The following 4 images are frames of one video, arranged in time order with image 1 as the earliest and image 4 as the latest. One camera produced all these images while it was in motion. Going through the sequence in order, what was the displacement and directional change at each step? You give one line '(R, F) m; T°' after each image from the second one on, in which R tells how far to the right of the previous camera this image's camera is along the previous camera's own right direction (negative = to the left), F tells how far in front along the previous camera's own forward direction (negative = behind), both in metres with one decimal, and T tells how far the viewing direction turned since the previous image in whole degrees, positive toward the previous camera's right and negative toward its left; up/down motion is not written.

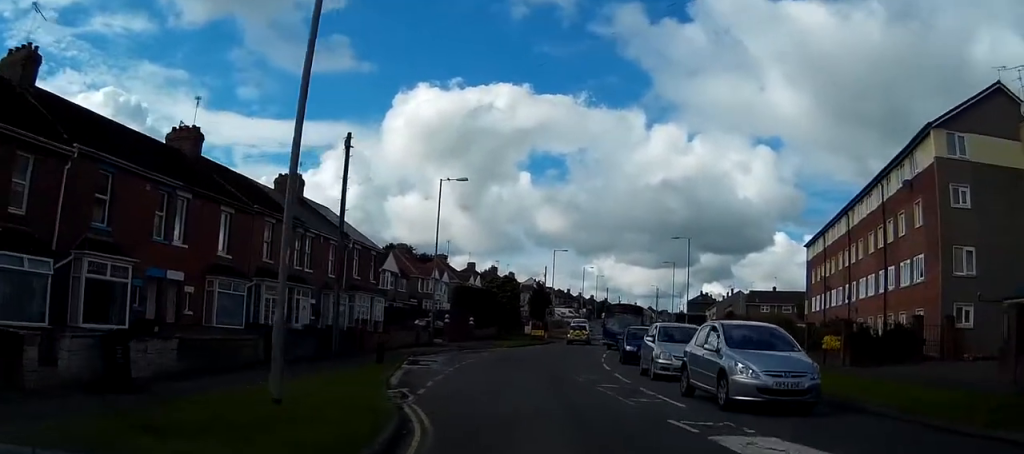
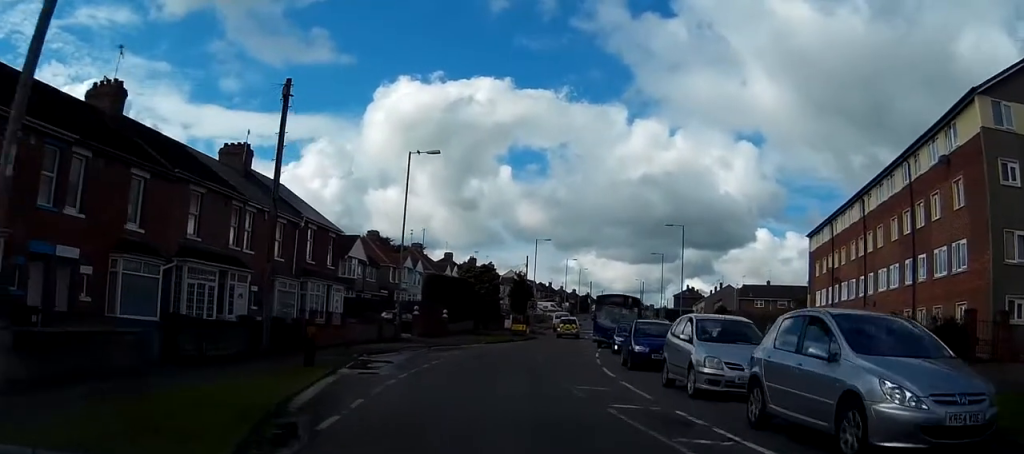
(+0.2, +5.8) m; +2°
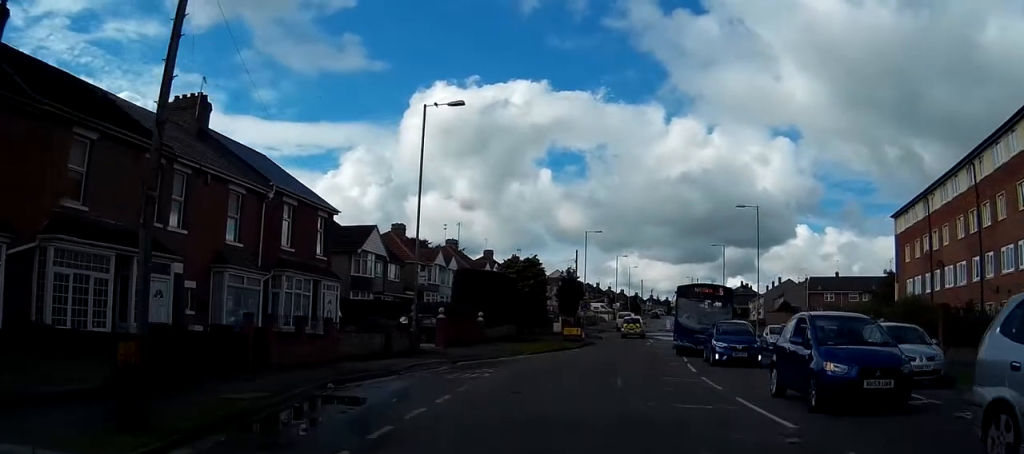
(0.0, +10.0) m; +1°
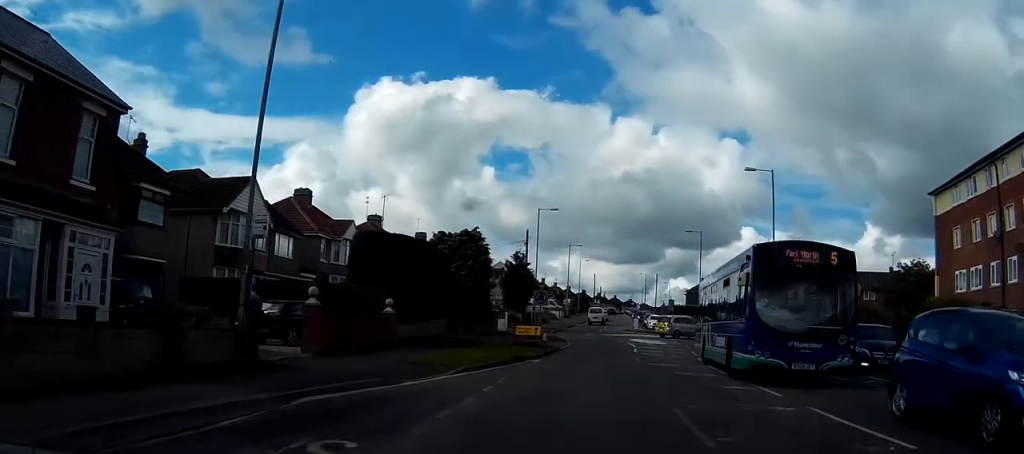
(+0.5, +14.3) m; +6°
